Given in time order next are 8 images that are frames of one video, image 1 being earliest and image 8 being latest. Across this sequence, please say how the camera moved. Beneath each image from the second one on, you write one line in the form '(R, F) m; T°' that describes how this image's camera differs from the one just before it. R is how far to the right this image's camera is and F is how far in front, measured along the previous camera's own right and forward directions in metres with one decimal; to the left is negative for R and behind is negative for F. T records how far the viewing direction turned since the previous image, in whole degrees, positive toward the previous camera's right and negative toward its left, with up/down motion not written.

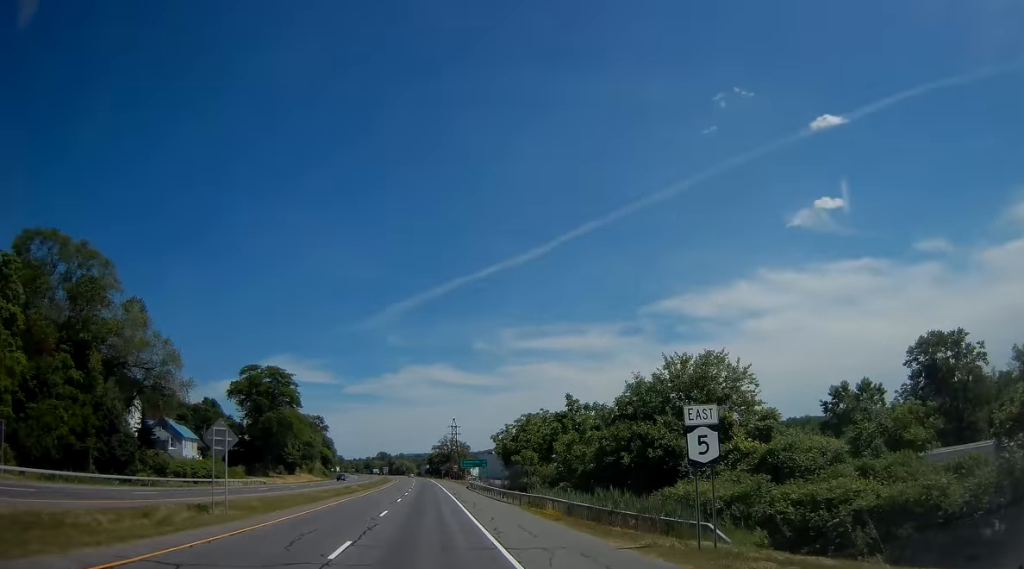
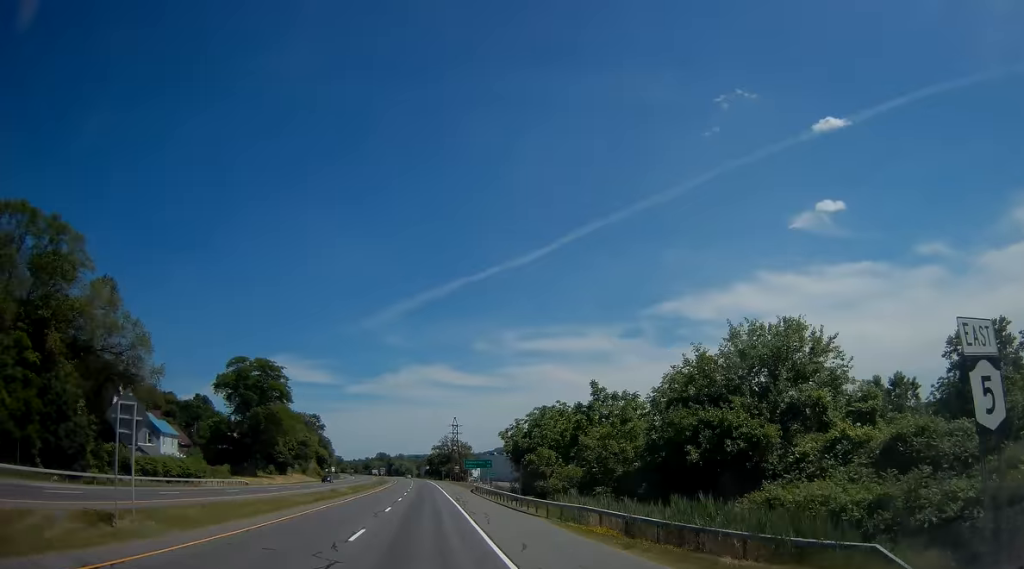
(0.0, +8.7) m; 0°
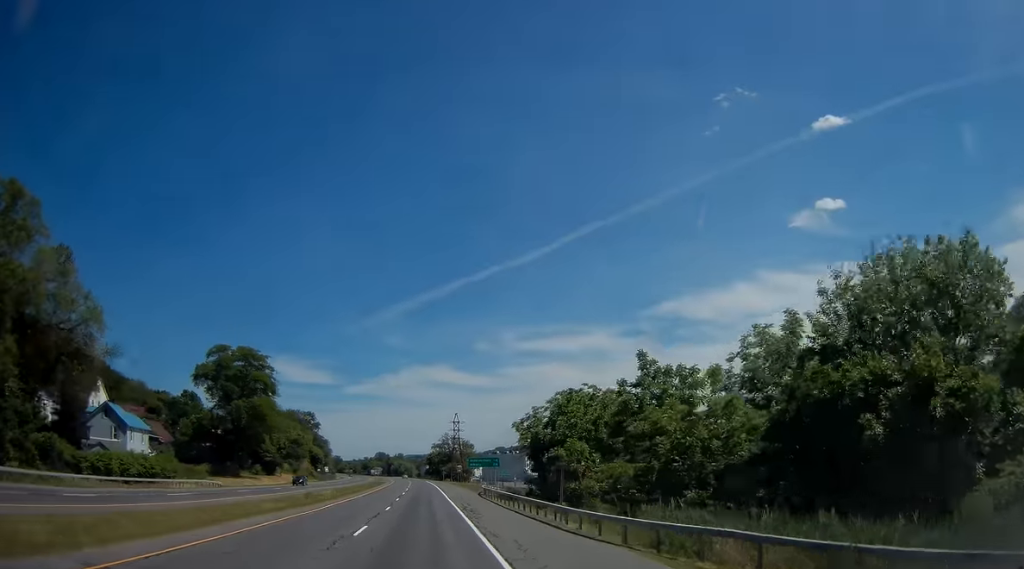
(0.0, +11.2) m; 0°
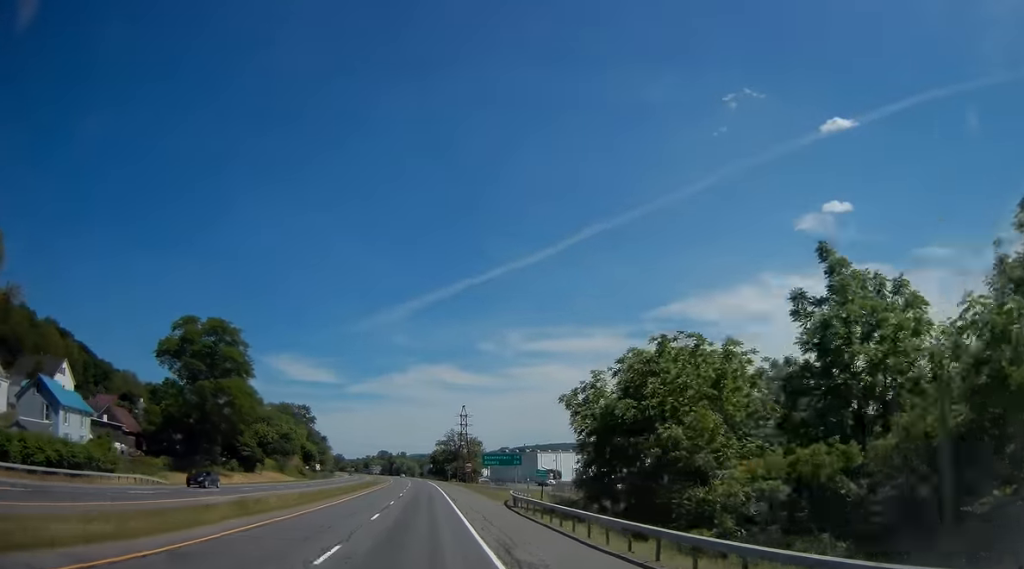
(0.0, +18.1) m; 0°
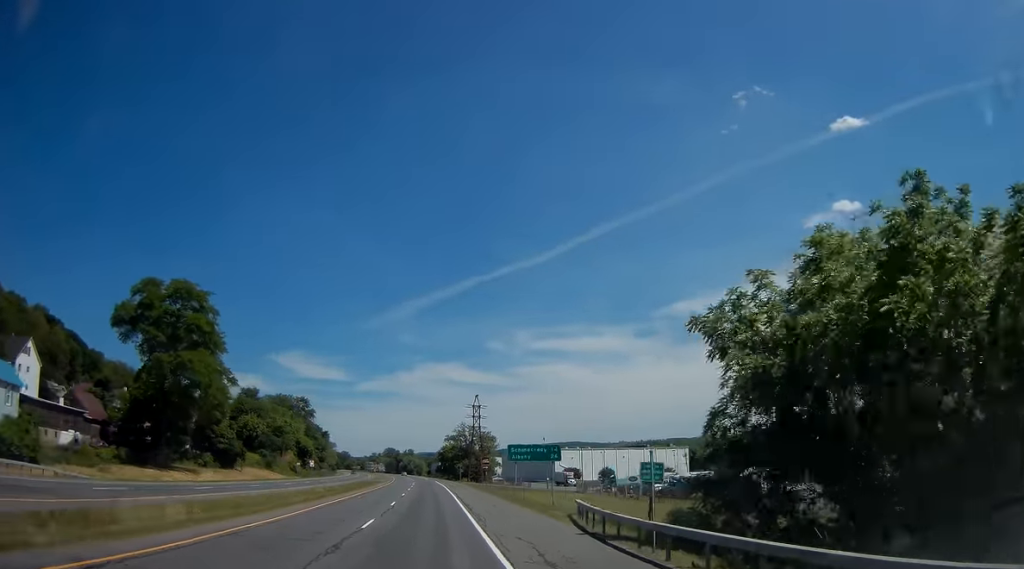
(+0.2, +16.8) m; 0°
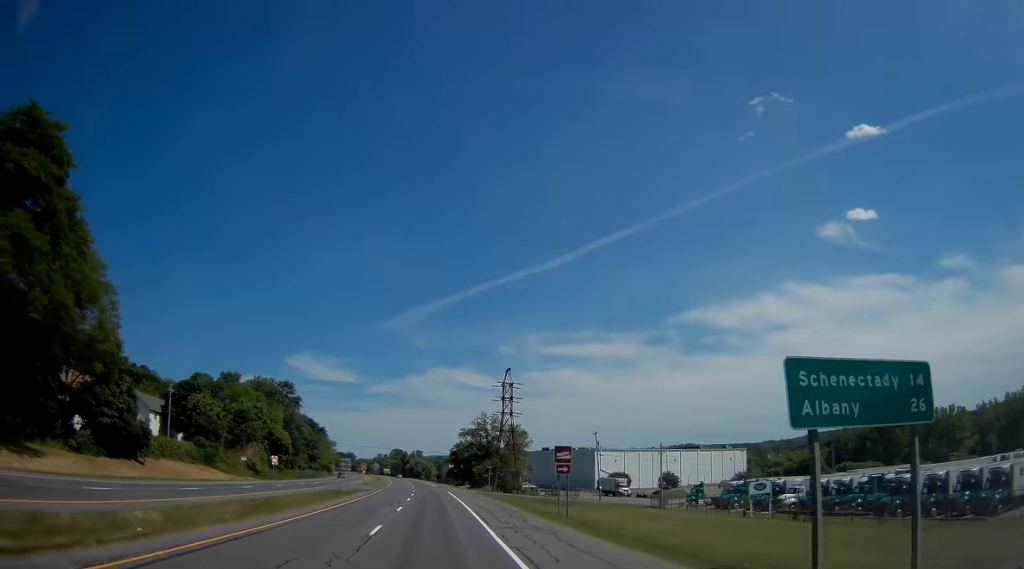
(-0.8, +38.8) m; -2°
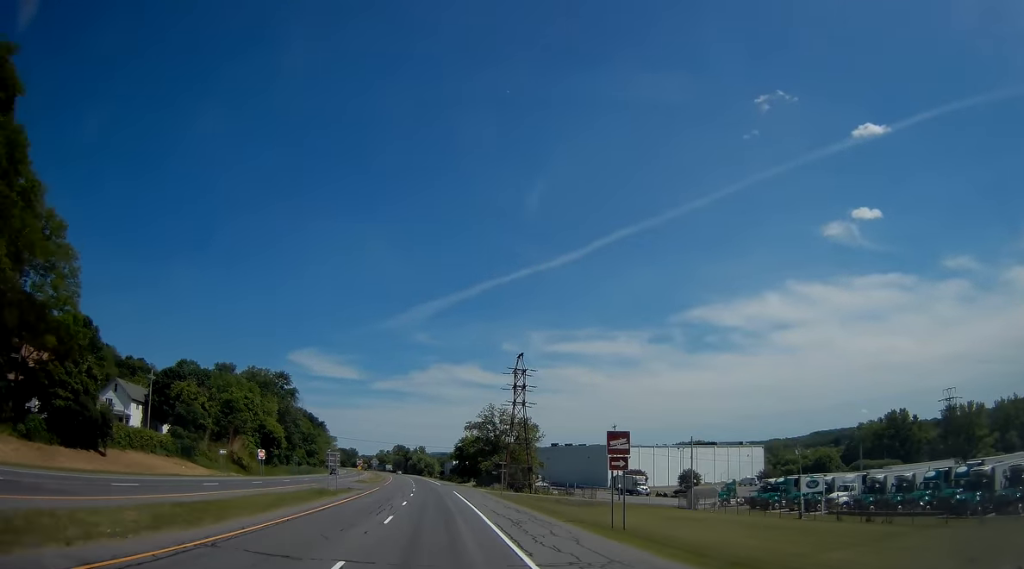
(+0.1, +9.4) m; 0°
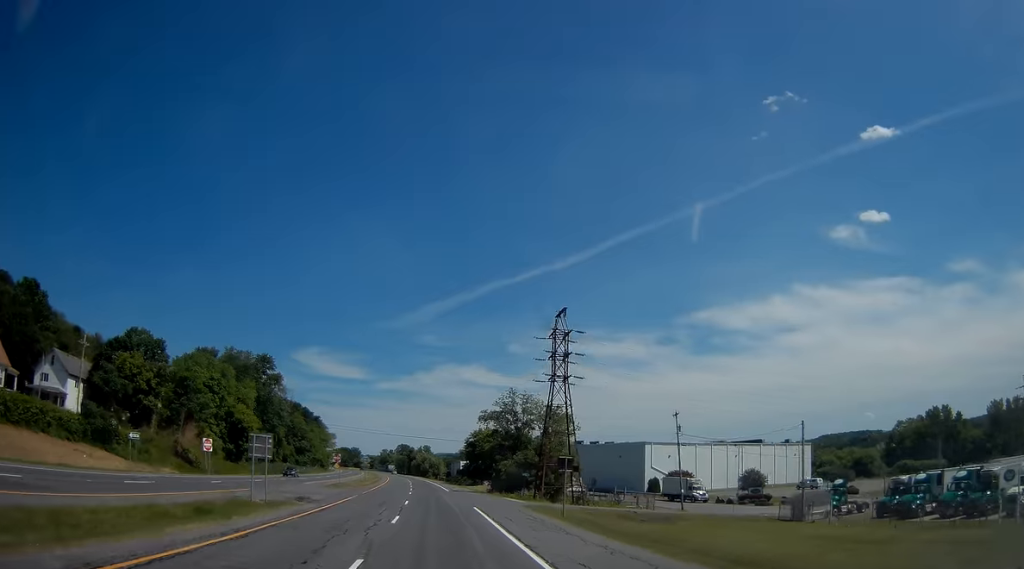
(-0.4, +23.6) m; 0°
